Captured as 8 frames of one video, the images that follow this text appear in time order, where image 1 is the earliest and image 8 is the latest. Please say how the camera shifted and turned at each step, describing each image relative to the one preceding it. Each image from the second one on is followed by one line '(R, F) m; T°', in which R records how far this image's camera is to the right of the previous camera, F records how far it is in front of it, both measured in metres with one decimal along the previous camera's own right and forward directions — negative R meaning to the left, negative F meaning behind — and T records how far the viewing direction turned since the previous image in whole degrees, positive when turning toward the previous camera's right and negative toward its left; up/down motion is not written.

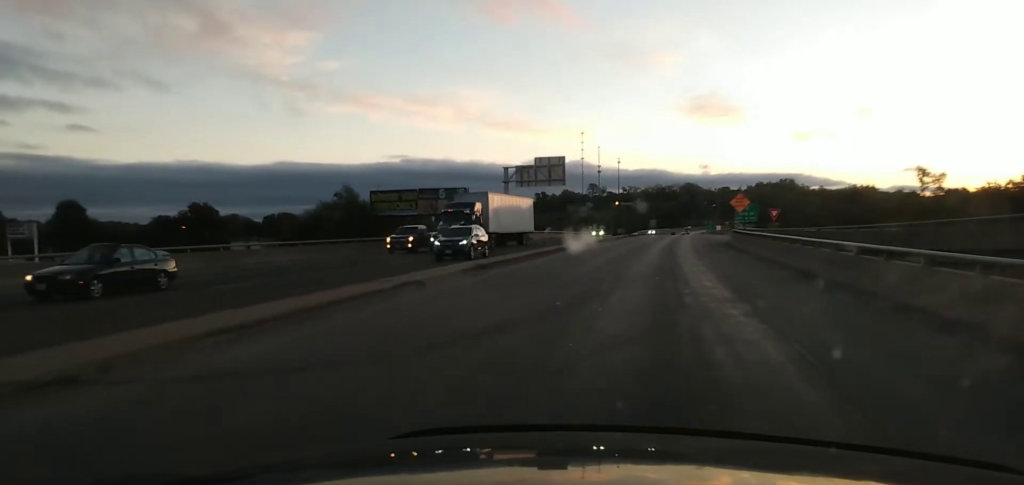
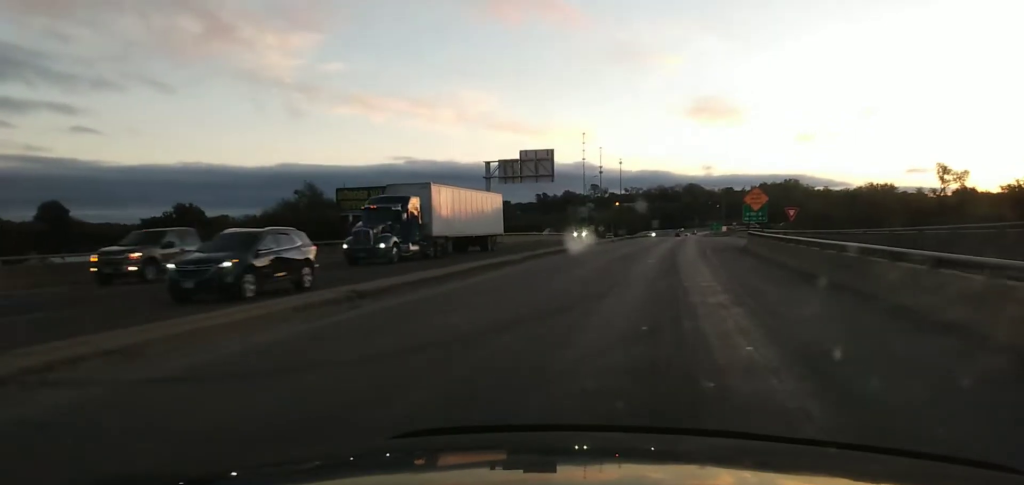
(-0.1, +13.3) m; 0°
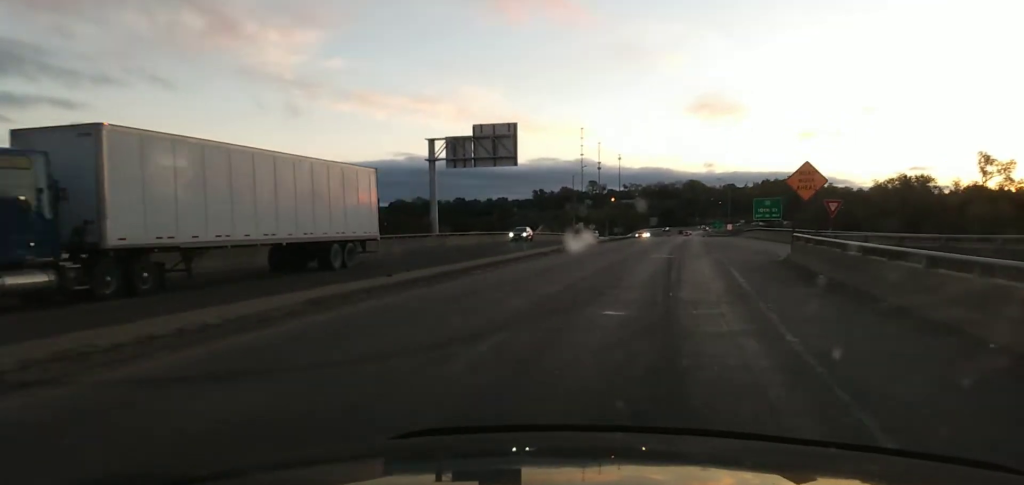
(0.0, +23.6) m; -2°
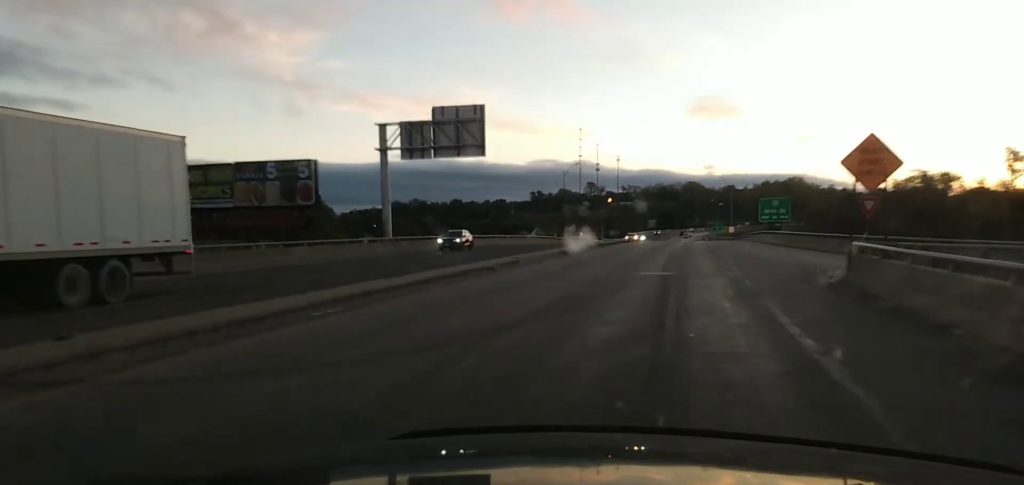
(-0.4, +12.3) m; 0°
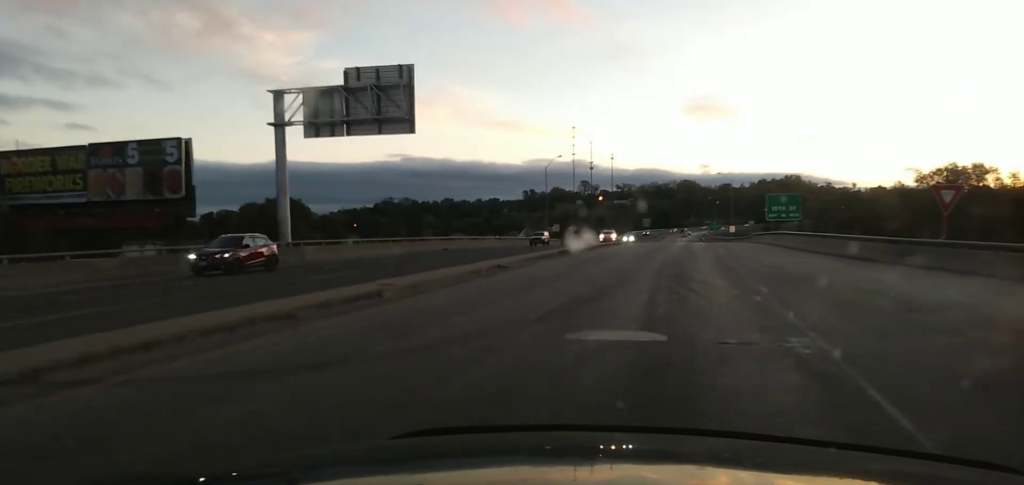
(+0.2, +15.2) m; +2°
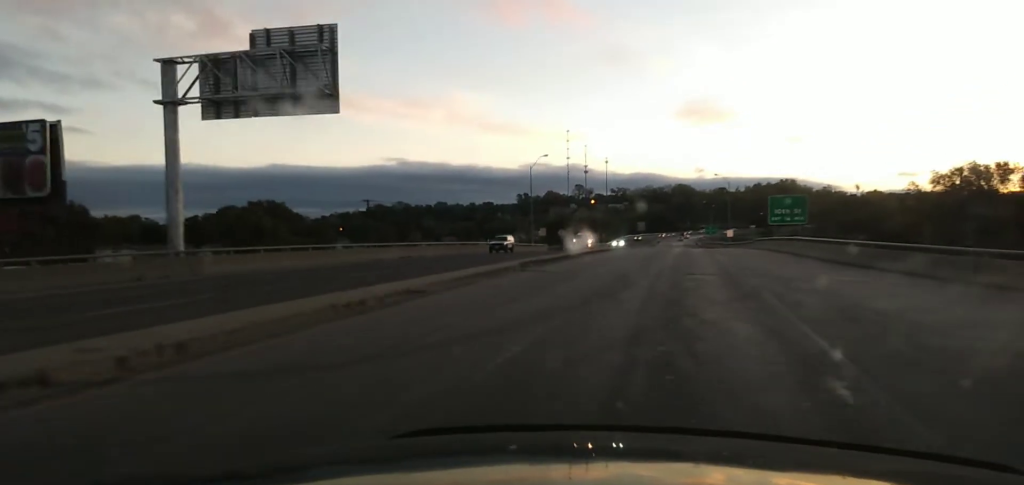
(+0.2, +10.4) m; +2°
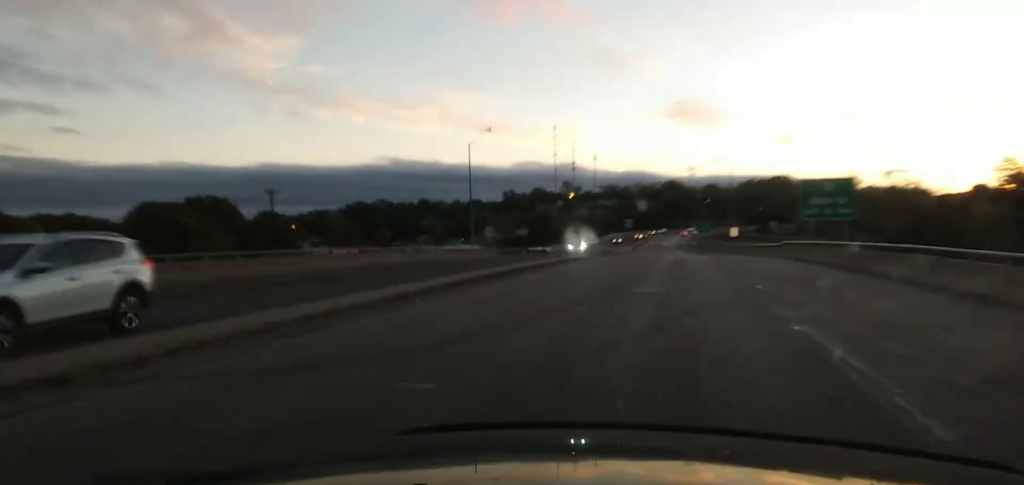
(+0.2, +29.6) m; 0°
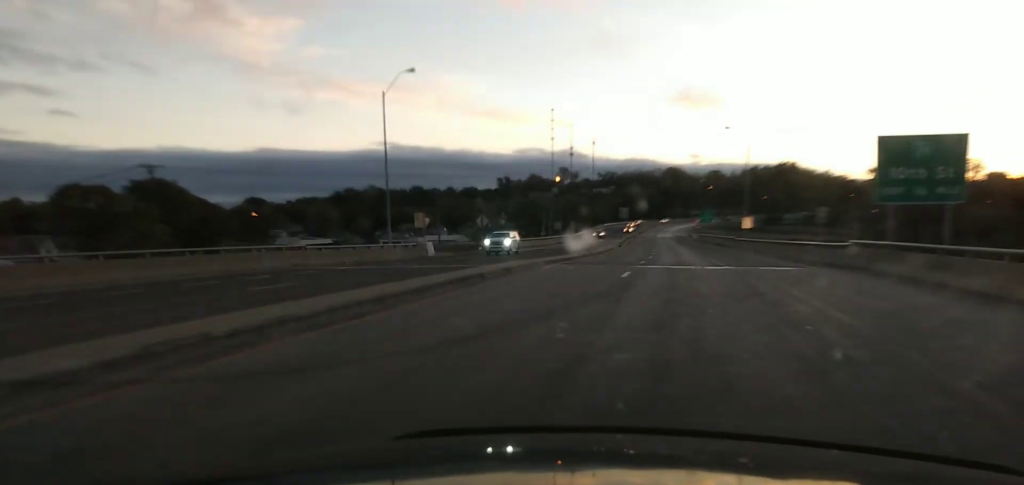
(0.0, +24.3) m; -2°
